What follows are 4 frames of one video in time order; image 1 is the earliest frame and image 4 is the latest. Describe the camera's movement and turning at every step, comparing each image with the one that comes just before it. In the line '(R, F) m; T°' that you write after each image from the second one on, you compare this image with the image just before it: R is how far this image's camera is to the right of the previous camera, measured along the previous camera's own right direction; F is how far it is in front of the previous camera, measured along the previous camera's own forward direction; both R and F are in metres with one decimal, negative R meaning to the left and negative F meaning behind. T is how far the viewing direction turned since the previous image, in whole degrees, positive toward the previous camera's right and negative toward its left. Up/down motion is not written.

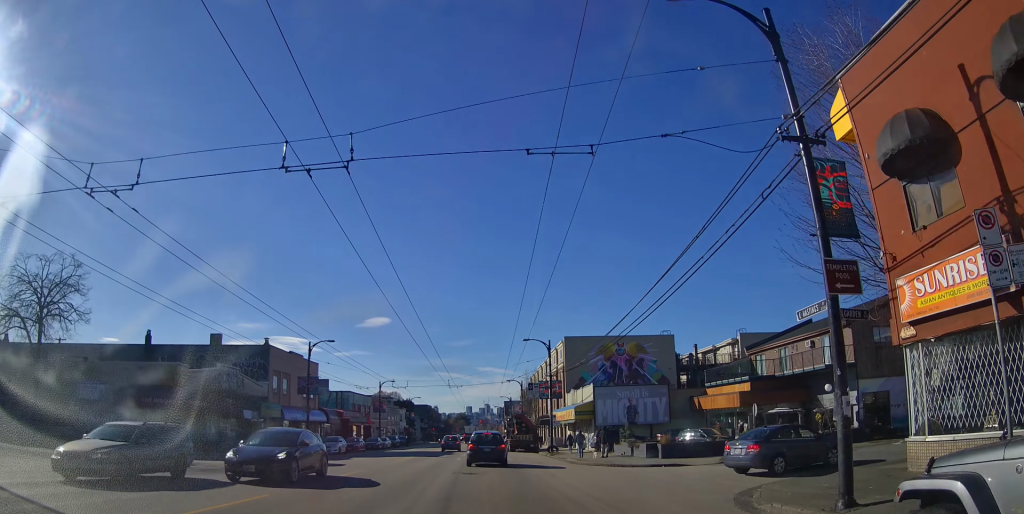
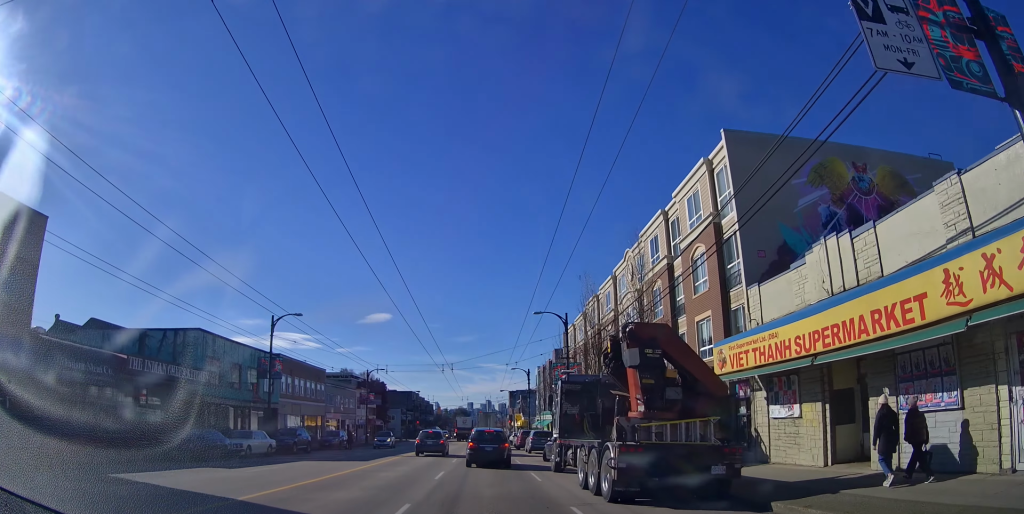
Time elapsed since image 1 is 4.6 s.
(+1.4, +43.3) m; +3°
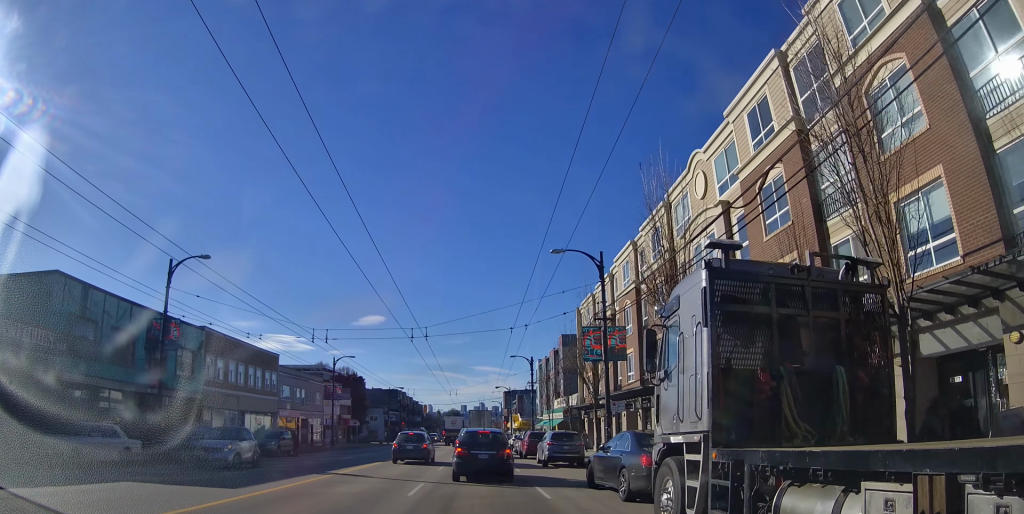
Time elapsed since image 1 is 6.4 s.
(-0.7, +14.6) m; -4°
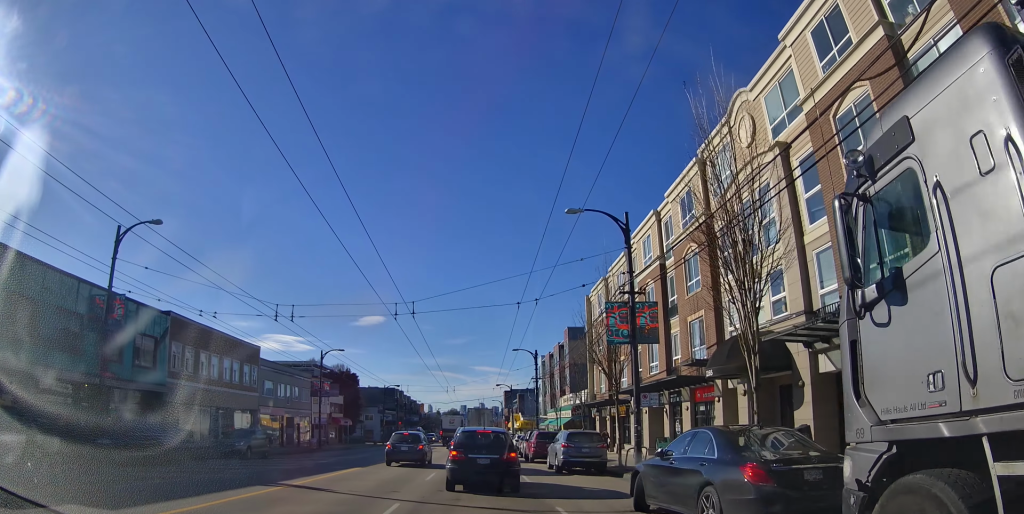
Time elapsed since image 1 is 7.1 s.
(0.0, +5.2) m; -2°
